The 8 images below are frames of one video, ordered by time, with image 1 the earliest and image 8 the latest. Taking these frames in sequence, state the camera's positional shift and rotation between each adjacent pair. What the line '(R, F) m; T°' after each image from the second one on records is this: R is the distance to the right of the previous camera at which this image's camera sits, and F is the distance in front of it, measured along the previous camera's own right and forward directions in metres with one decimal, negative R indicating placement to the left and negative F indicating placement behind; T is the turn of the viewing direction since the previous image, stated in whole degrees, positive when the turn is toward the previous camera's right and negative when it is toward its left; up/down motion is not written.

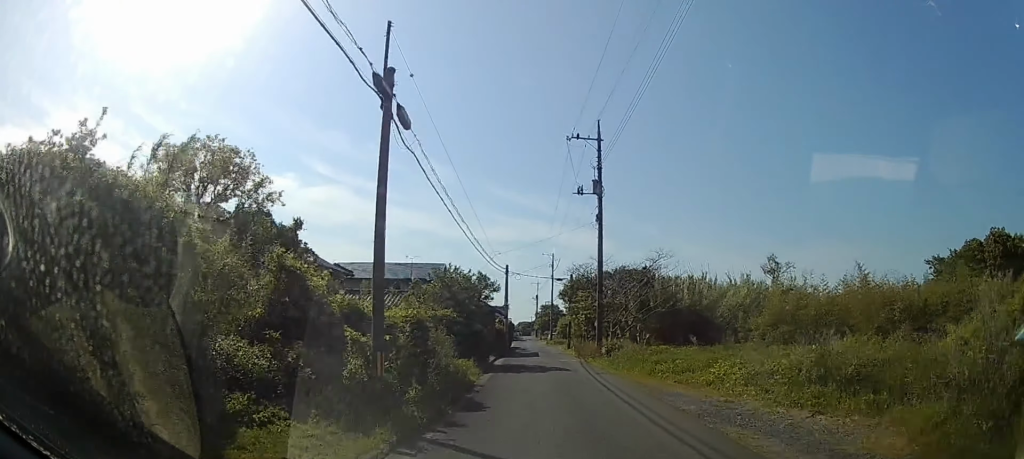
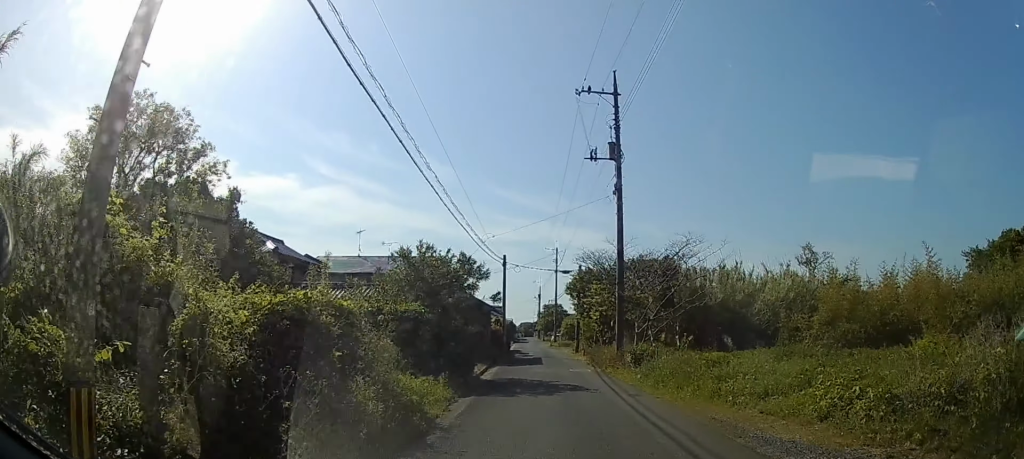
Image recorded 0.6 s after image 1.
(0.0, +6.2) m; 0°
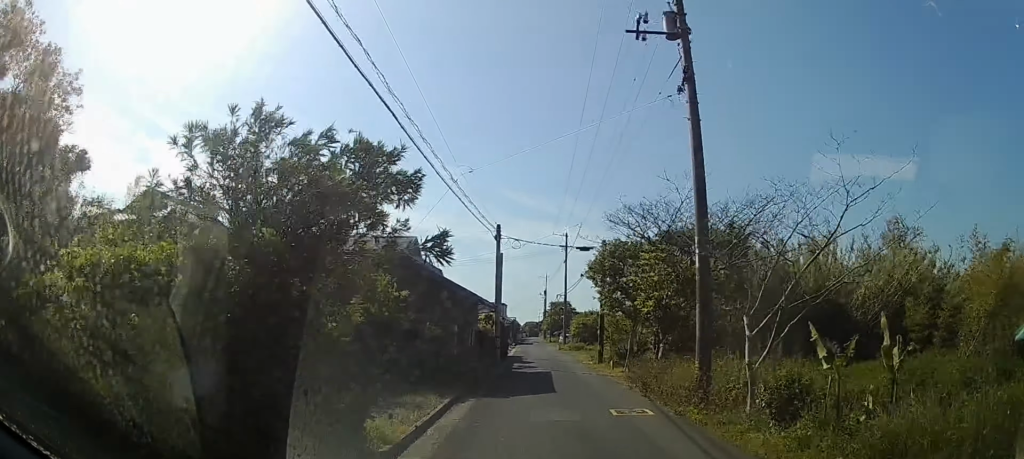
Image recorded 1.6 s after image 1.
(0.0, +10.4) m; -1°
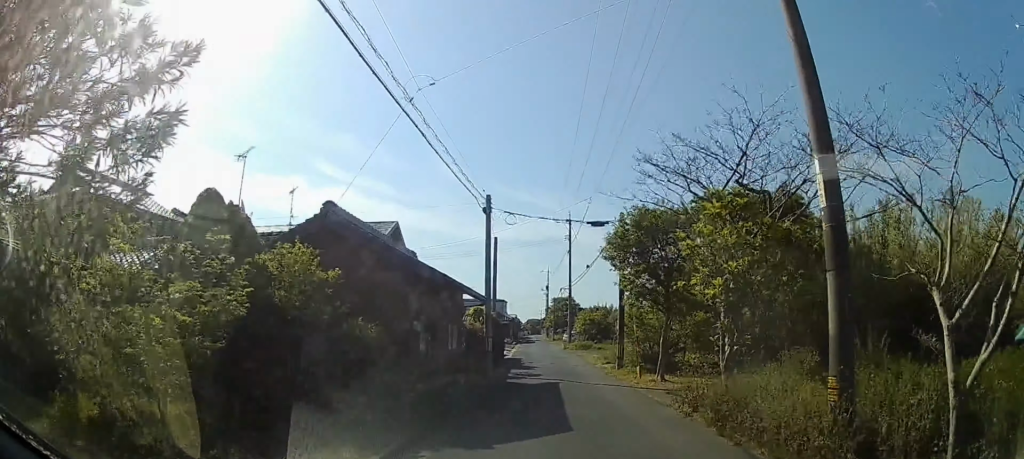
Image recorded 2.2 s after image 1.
(0.0, +6.0) m; -1°
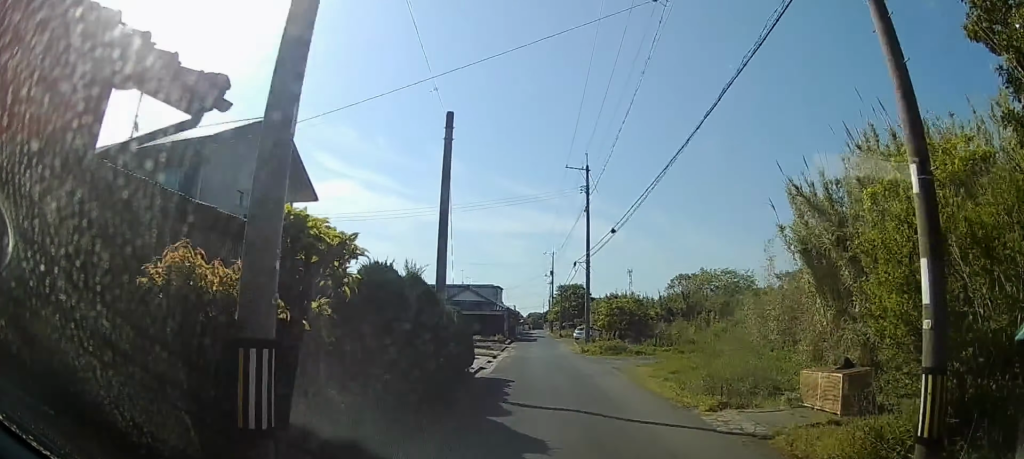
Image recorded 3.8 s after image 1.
(-0.5, +17.5) m; -1°
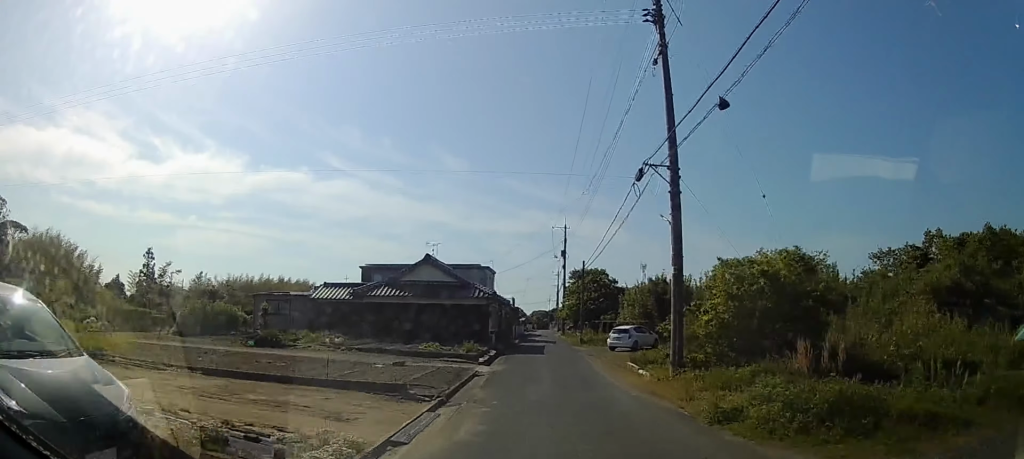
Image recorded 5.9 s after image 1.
(+0.6, +24.7) m; +1°
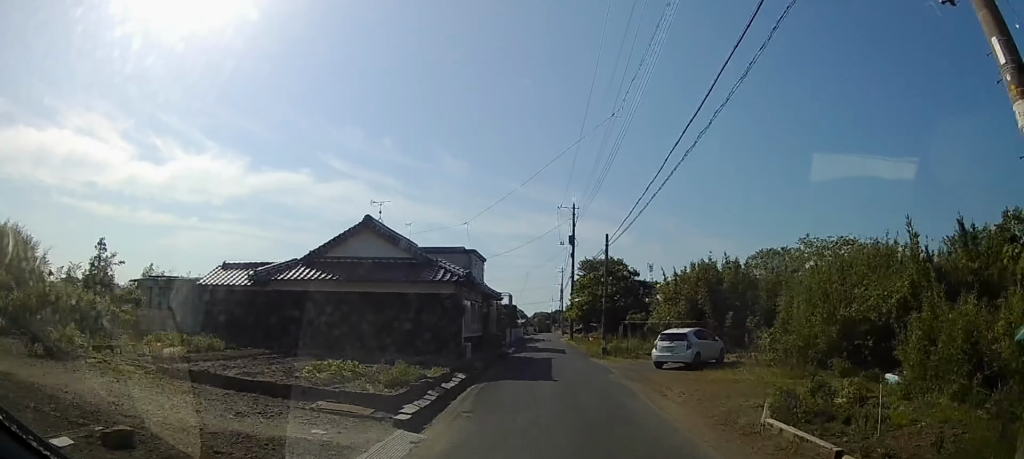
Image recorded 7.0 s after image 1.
(-0.3, +14.8) m; -1°
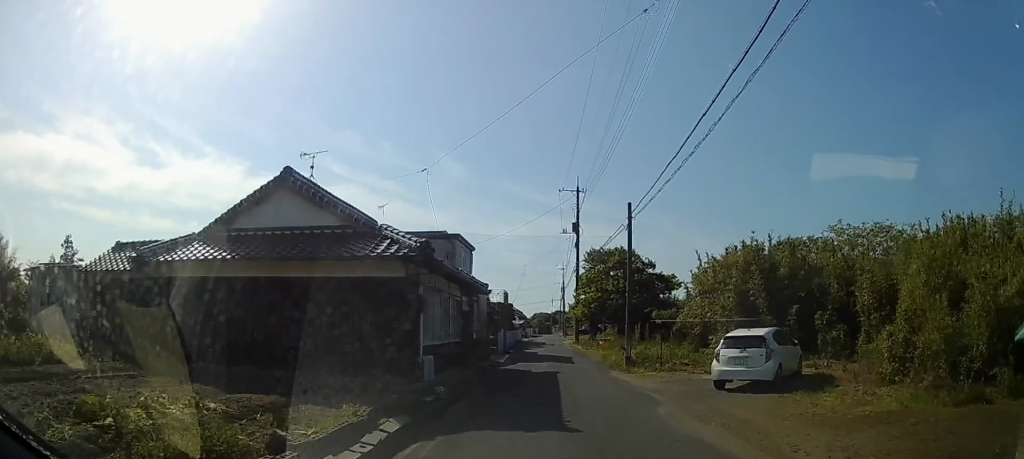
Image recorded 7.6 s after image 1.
(0.0, +7.8) m; 0°
